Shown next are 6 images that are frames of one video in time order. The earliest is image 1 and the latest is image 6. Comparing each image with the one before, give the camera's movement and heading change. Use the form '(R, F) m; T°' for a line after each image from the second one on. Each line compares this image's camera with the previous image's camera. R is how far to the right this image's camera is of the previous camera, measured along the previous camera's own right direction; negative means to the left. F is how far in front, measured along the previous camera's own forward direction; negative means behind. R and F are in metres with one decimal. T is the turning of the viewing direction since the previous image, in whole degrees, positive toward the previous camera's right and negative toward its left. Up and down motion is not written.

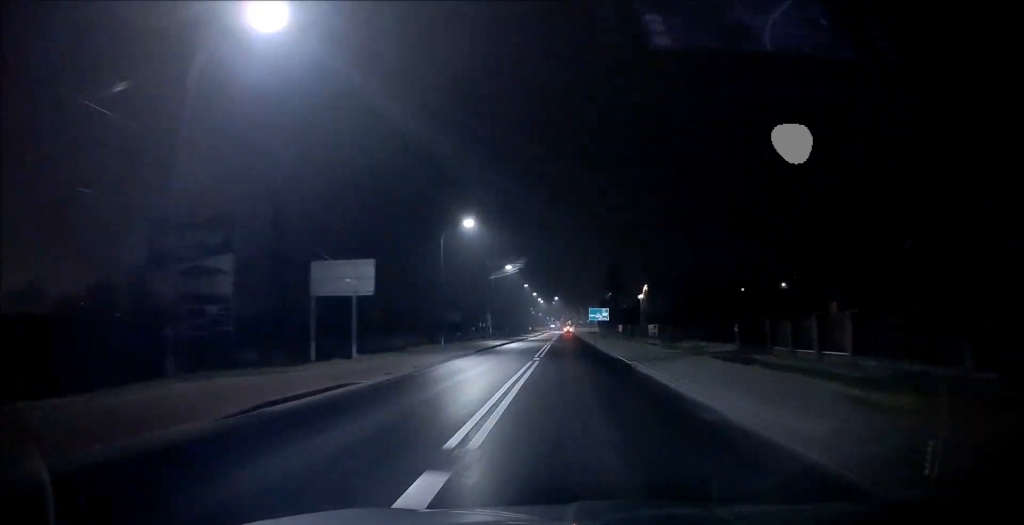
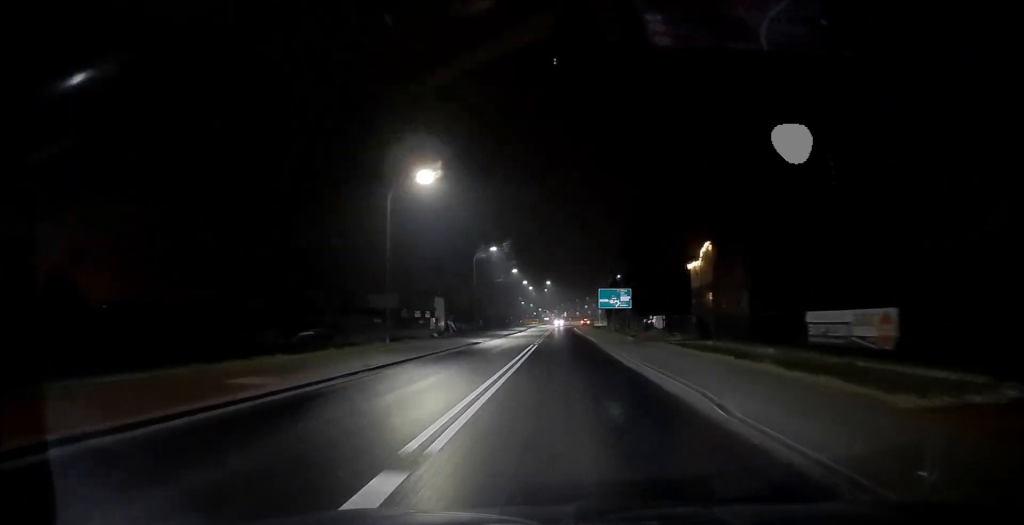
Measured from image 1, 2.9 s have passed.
(+0.6, +41.3) m; +1°
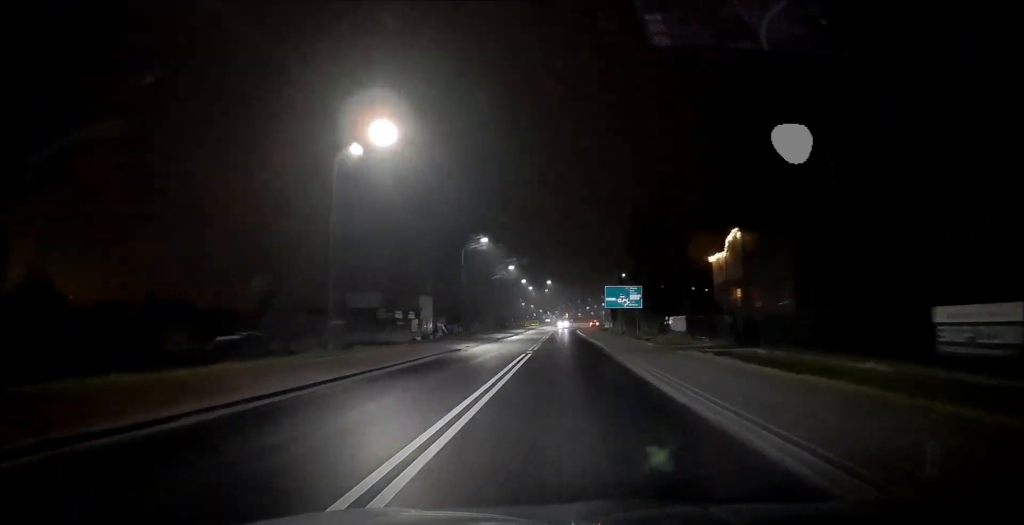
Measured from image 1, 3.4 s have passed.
(-0.2, +7.9) m; 0°
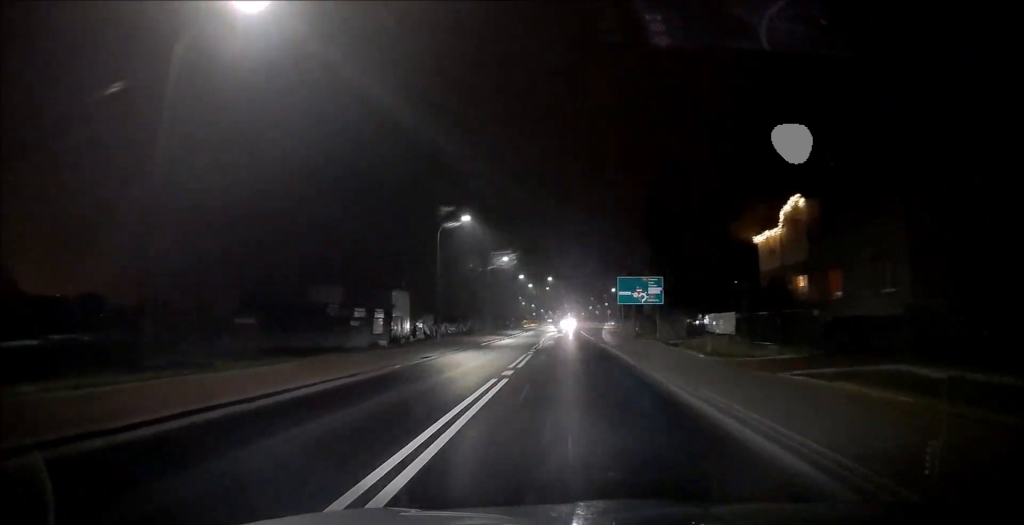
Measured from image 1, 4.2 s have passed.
(+0.1, +11.3) m; 0°
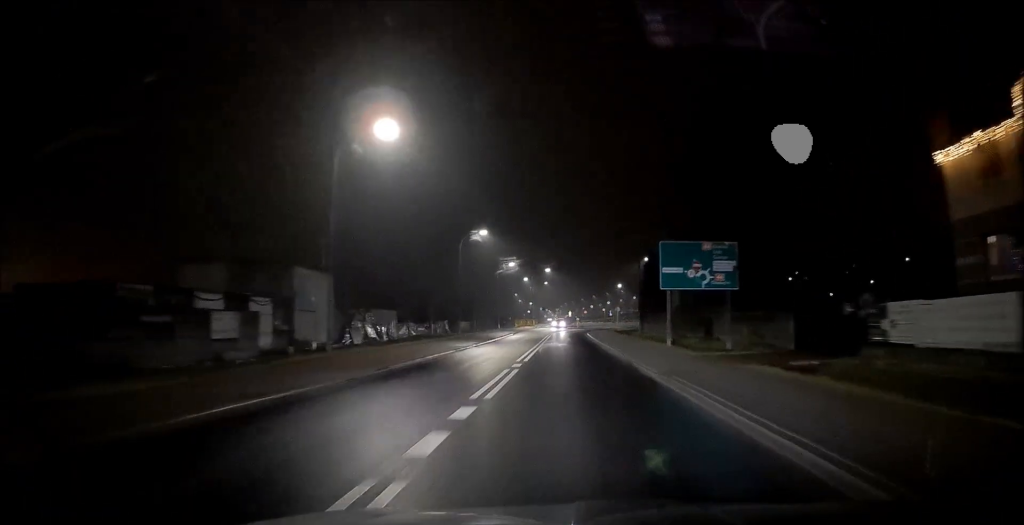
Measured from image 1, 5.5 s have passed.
(-0.1, +19.6) m; 0°
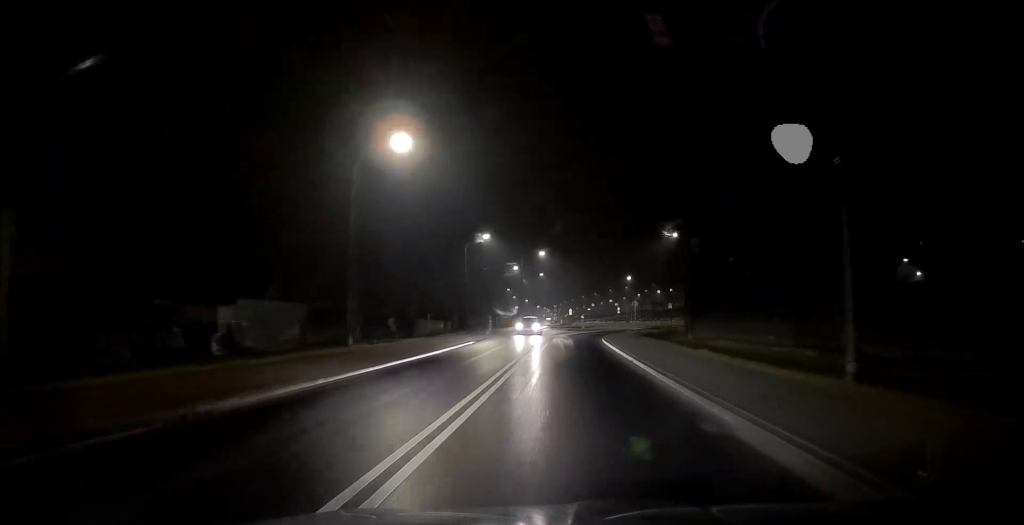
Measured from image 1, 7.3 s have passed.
(+0.2, +26.3) m; -1°
